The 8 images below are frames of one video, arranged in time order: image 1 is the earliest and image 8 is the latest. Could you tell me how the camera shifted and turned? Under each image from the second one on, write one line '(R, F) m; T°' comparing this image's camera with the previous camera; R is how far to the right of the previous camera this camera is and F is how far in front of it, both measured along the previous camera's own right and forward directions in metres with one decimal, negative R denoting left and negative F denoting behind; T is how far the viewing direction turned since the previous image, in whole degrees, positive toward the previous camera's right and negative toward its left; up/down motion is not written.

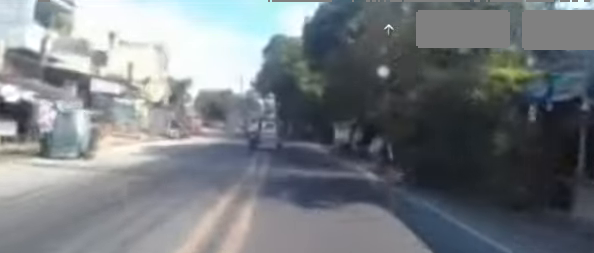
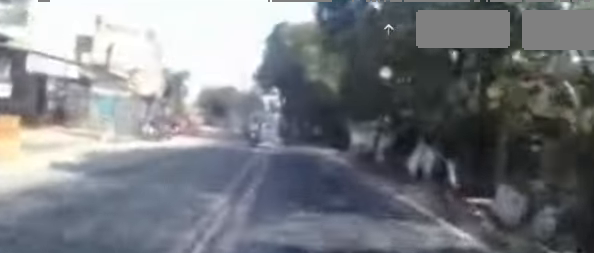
(0.0, +4.5) m; 0°
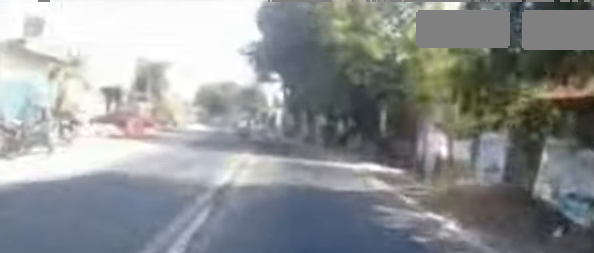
(0.0, +8.6) m; -1°
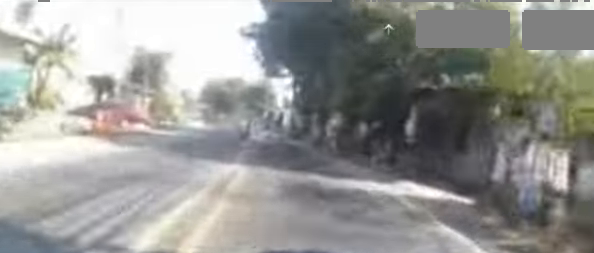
(0.0, +3.5) m; -1°
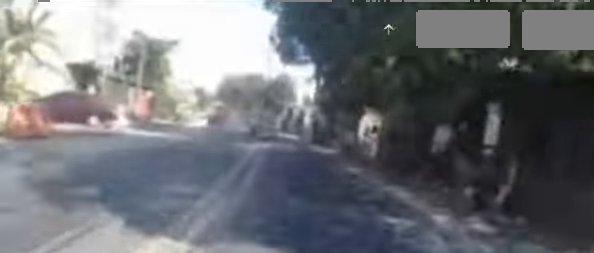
(0.0, +5.3) m; -2°
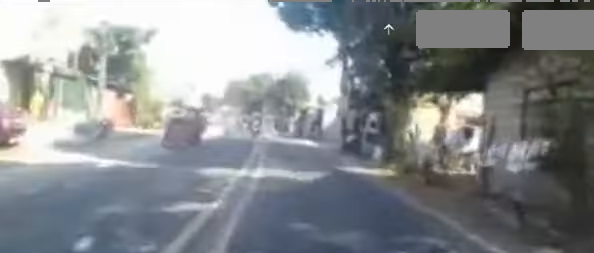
(-0.3, +7.1) m; -3°
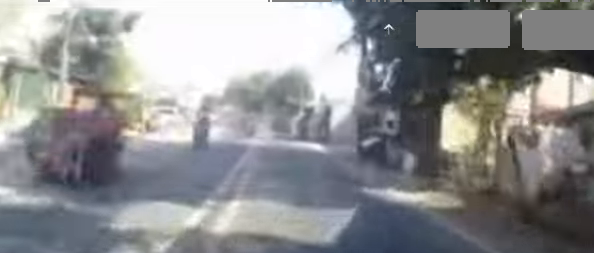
(0.0, +3.6) m; 0°
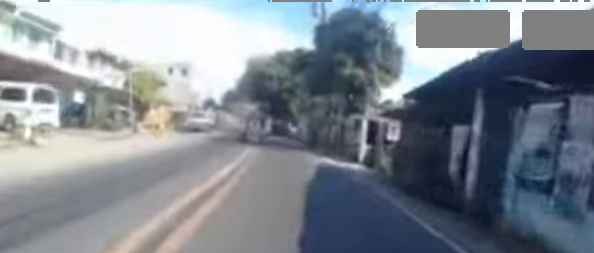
(-1.2, +23.3) m; -4°
